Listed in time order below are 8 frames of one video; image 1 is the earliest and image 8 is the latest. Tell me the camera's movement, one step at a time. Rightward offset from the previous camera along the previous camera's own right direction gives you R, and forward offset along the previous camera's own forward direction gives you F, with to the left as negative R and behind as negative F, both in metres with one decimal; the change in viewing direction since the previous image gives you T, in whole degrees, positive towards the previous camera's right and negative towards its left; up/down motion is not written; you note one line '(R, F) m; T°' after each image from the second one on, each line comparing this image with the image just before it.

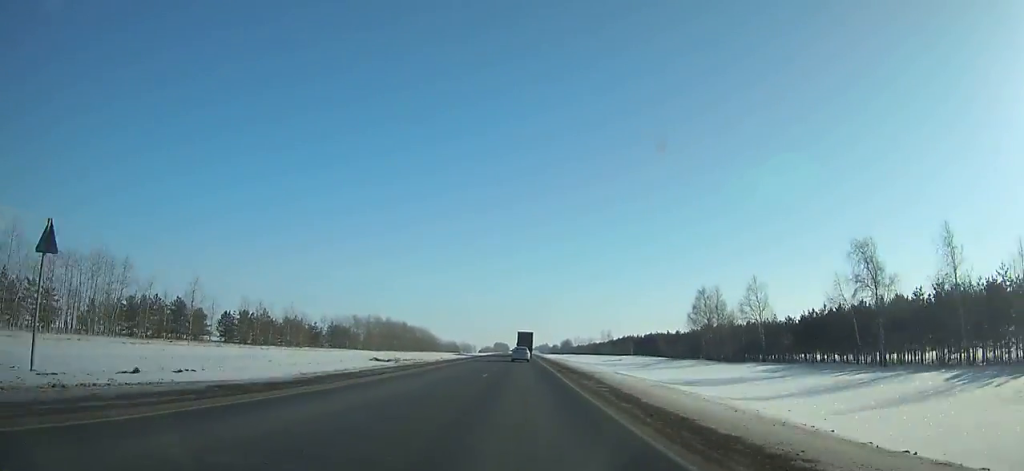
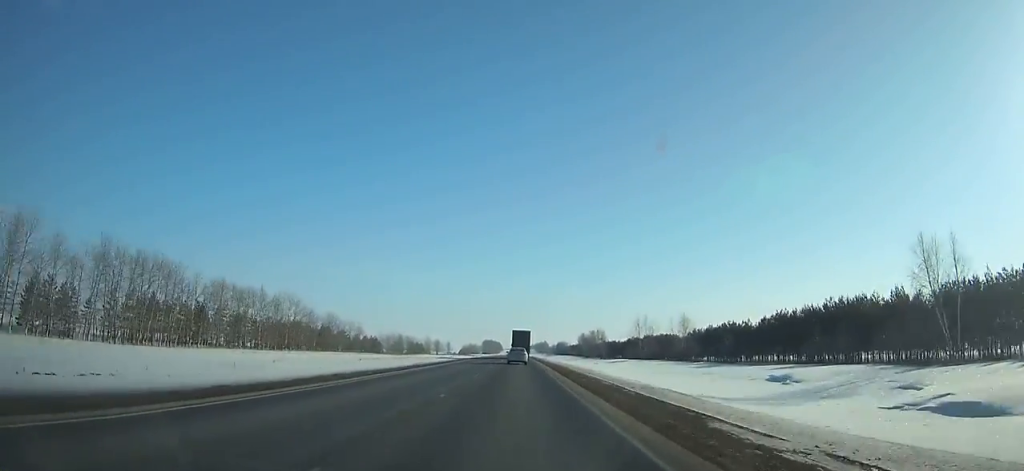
(+1.2, +177.5) m; +1°
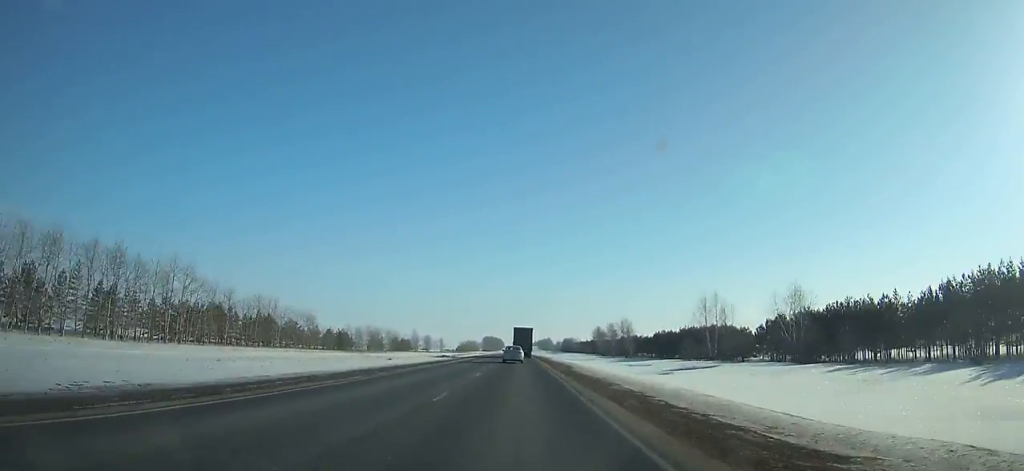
(0.0, +48.4) m; 0°
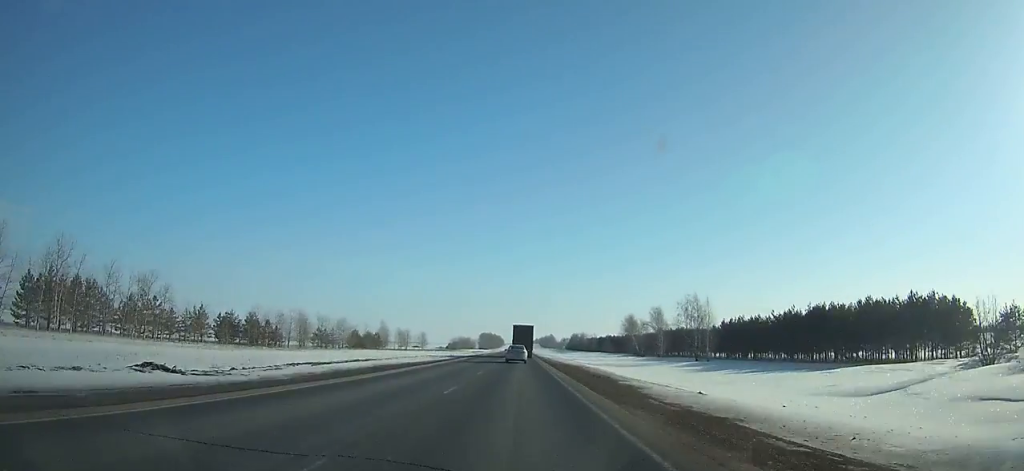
(0.0, +68.4) m; 0°
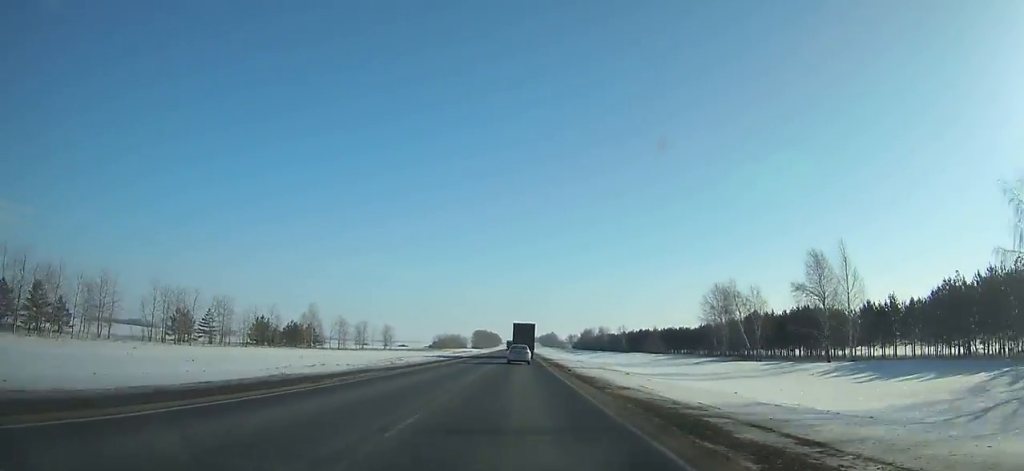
(-0.1, +78.3) m; 0°
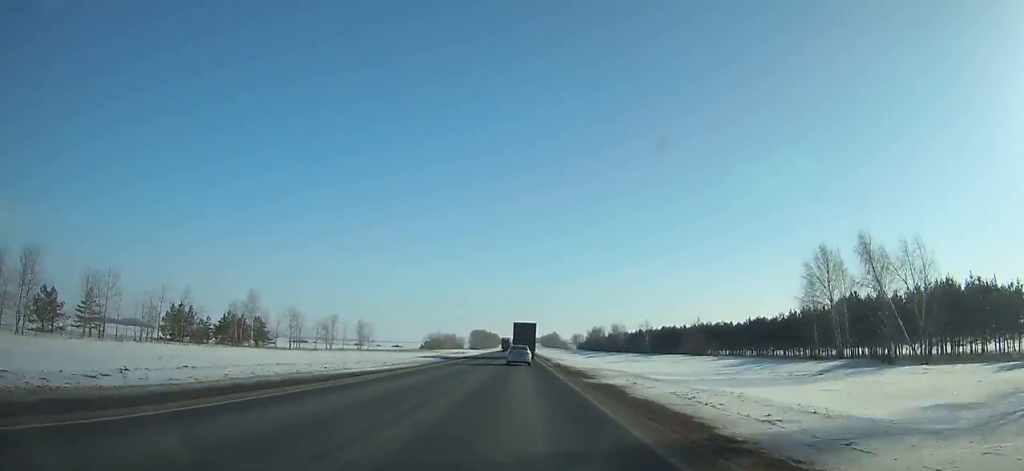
(0.0, +35.3) m; 0°
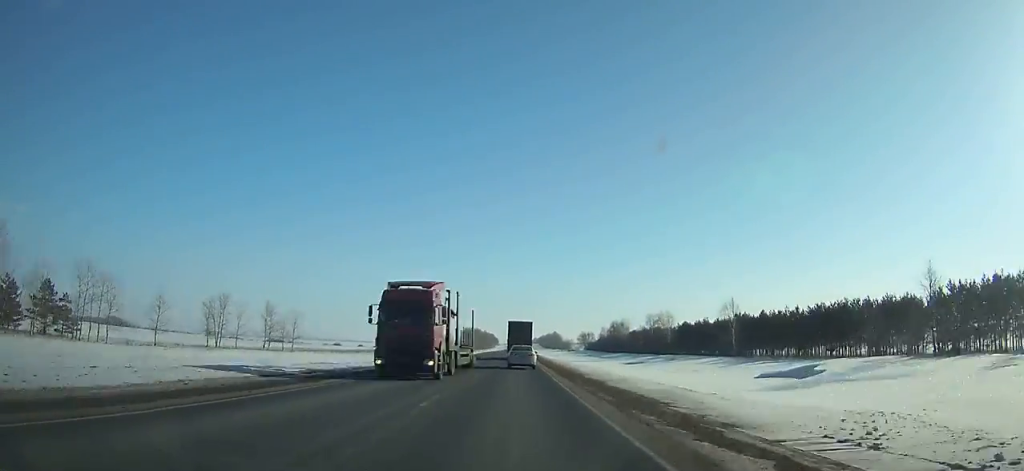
(+0.1, +65.2) m; 0°
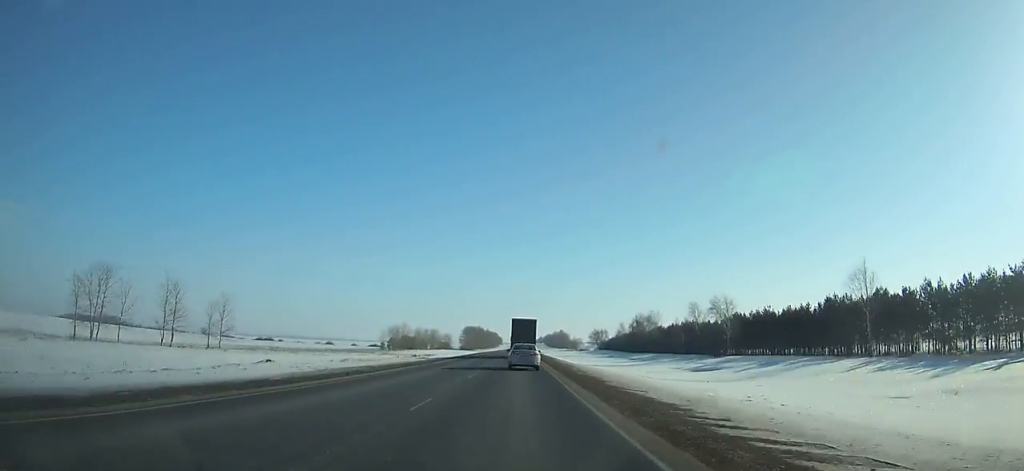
(0.0, +36.4) m; 0°
